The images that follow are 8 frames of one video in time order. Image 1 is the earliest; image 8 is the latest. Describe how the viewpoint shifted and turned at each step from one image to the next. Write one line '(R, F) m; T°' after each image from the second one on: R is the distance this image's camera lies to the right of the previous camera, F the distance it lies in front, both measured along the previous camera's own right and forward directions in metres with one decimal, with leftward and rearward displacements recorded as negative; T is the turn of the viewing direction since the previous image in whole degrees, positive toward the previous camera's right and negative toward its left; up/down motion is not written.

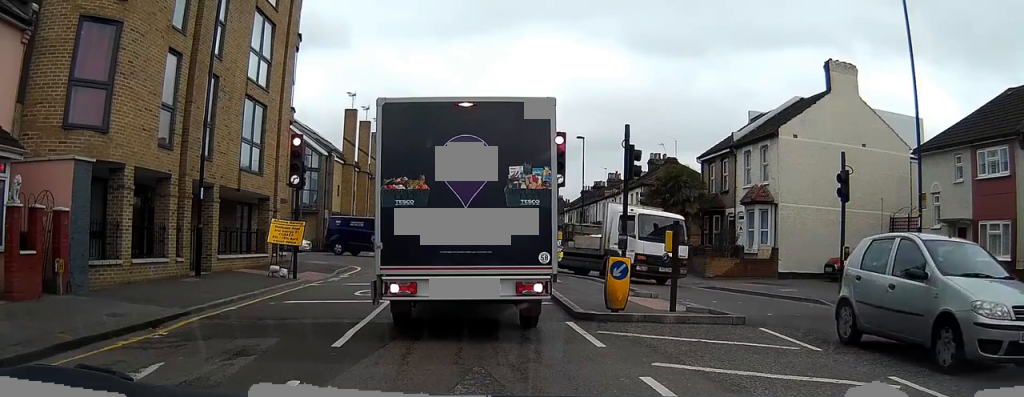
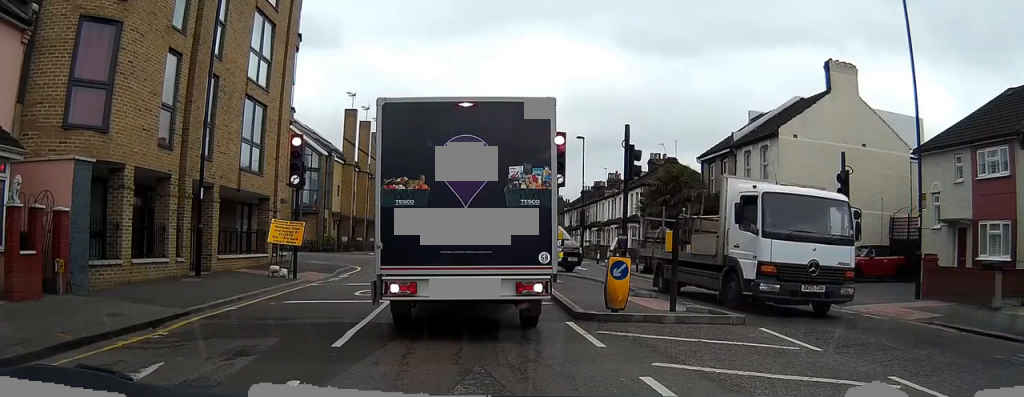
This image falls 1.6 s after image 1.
(0.0, 0.0) m; 0°
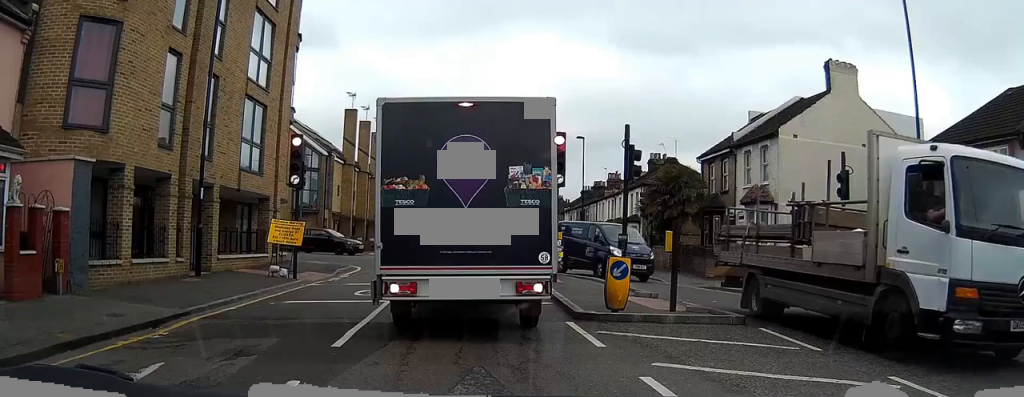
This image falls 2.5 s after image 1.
(0.0, 0.0) m; 0°
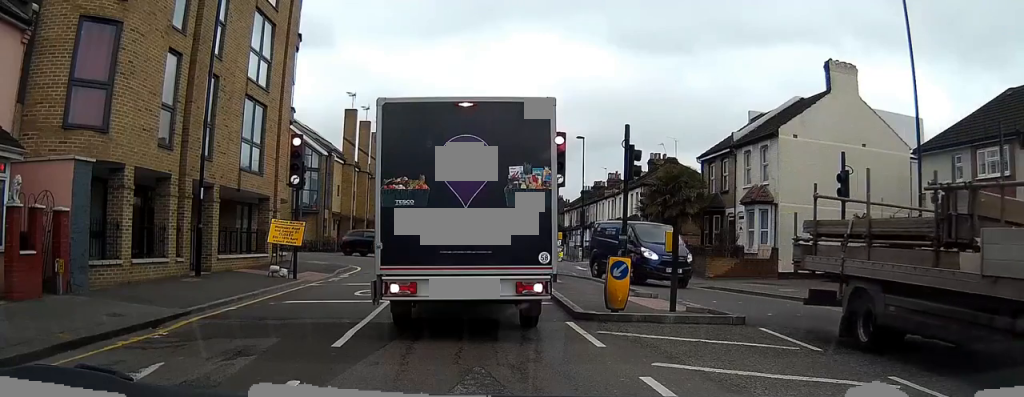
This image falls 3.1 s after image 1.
(0.0, 0.0) m; 0°
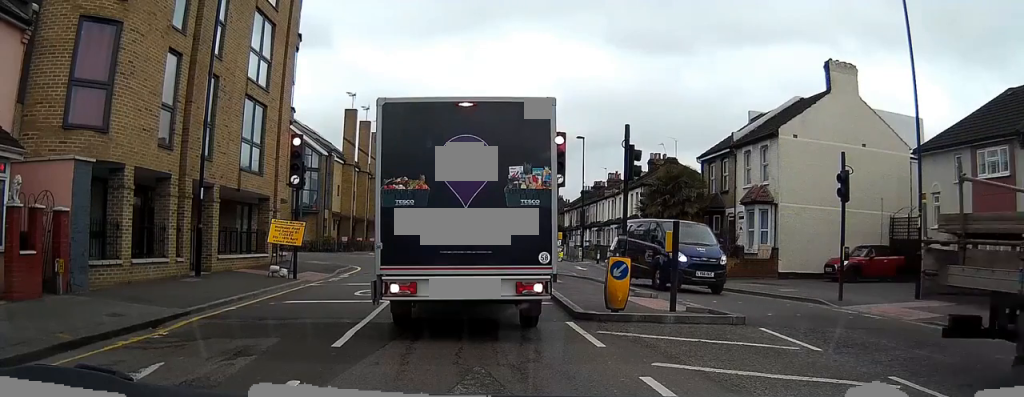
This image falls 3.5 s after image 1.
(0.0, 0.0) m; 0°
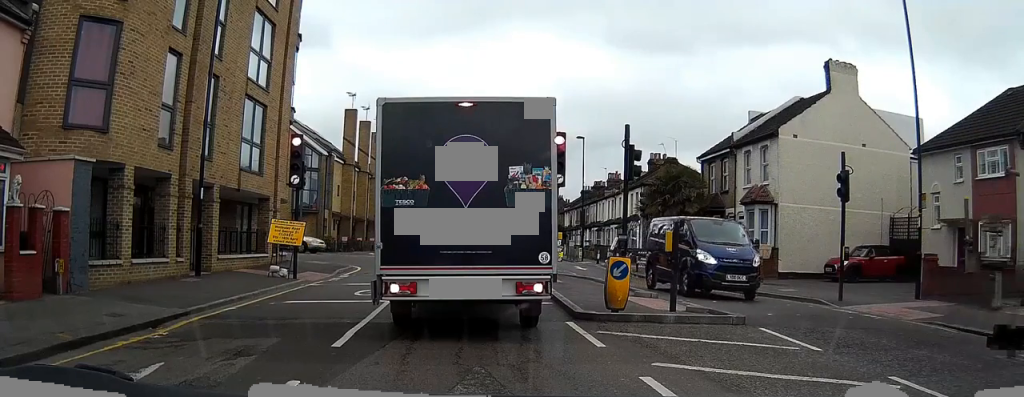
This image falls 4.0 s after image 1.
(0.0, 0.0) m; 0°
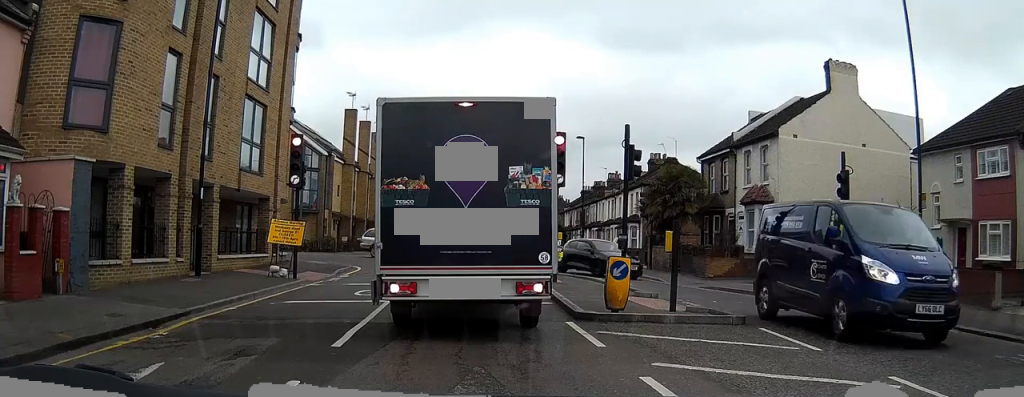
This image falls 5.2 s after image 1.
(0.0, 0.0) m; 0°
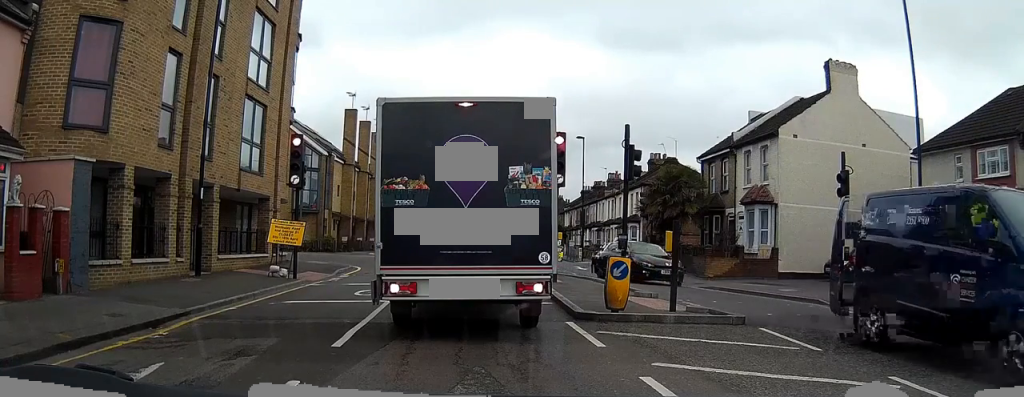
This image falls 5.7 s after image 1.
(0.0, 0.0) m; 0°
